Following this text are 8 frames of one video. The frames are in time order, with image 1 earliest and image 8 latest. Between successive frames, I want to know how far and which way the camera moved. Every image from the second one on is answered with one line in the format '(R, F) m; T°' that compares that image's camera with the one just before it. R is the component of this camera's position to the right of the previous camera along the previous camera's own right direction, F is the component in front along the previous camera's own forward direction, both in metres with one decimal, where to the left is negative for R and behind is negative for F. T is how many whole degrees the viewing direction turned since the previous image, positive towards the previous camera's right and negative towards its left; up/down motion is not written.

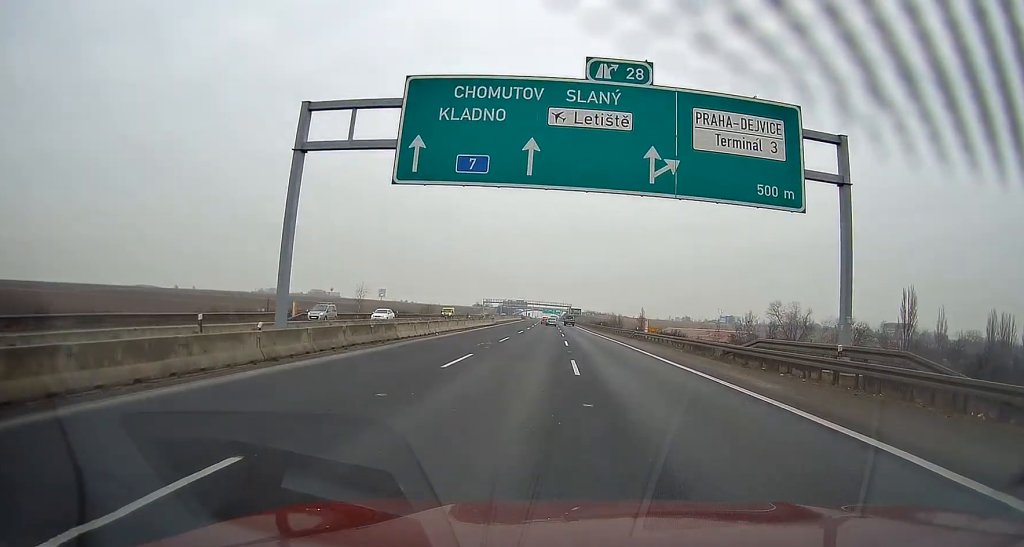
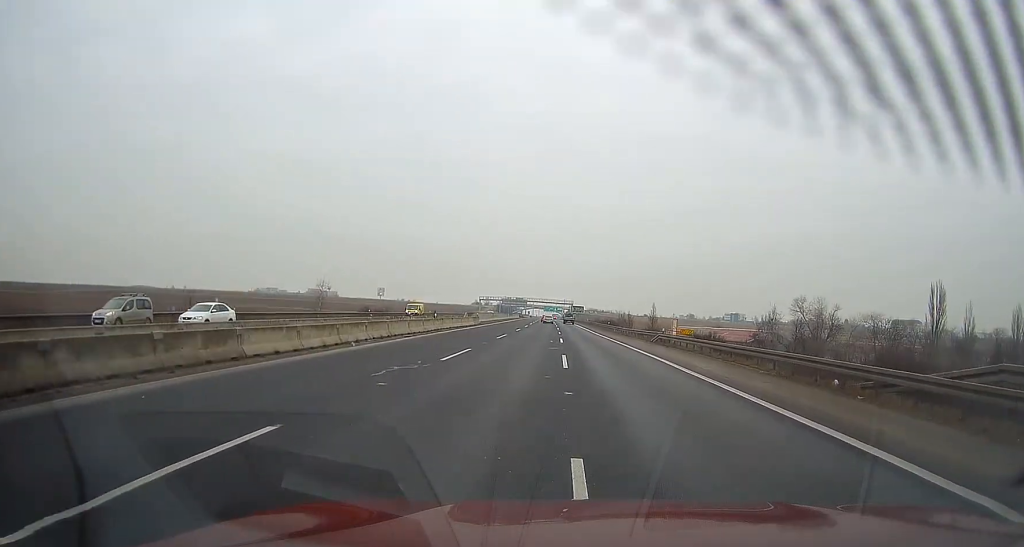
(+0.1, +16.6) m; 0°
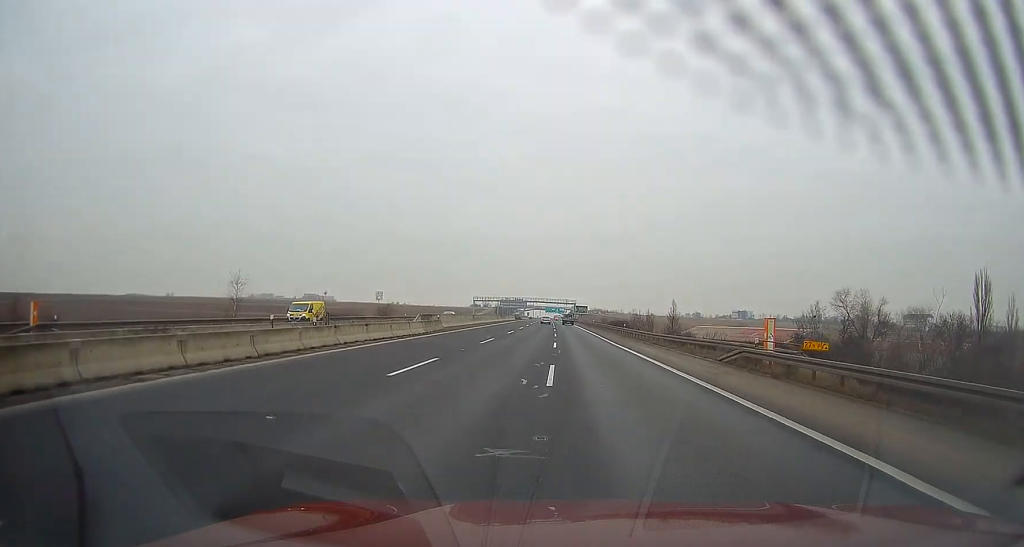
(0.0, +22.9) m; 0°
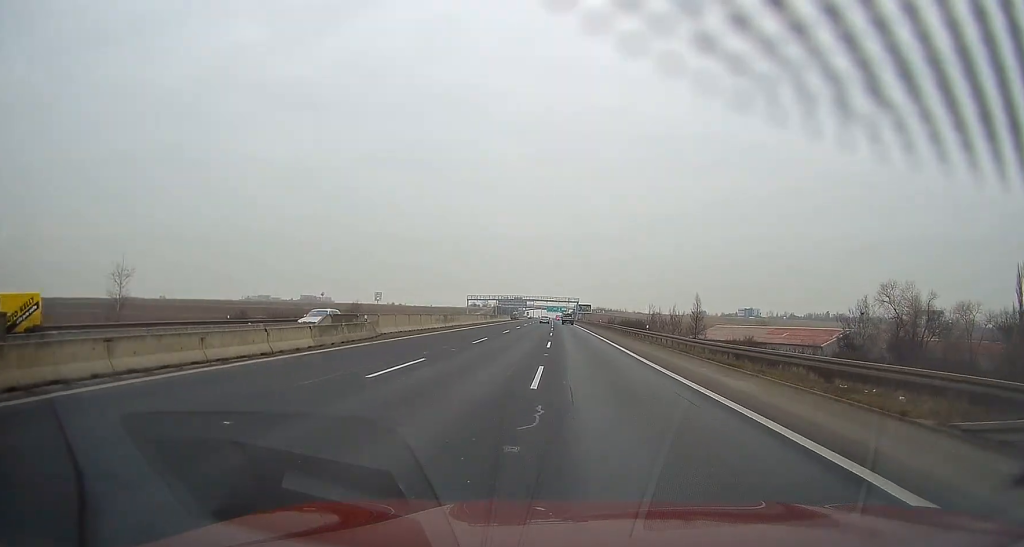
(-0.1, +18.6) m; -1°
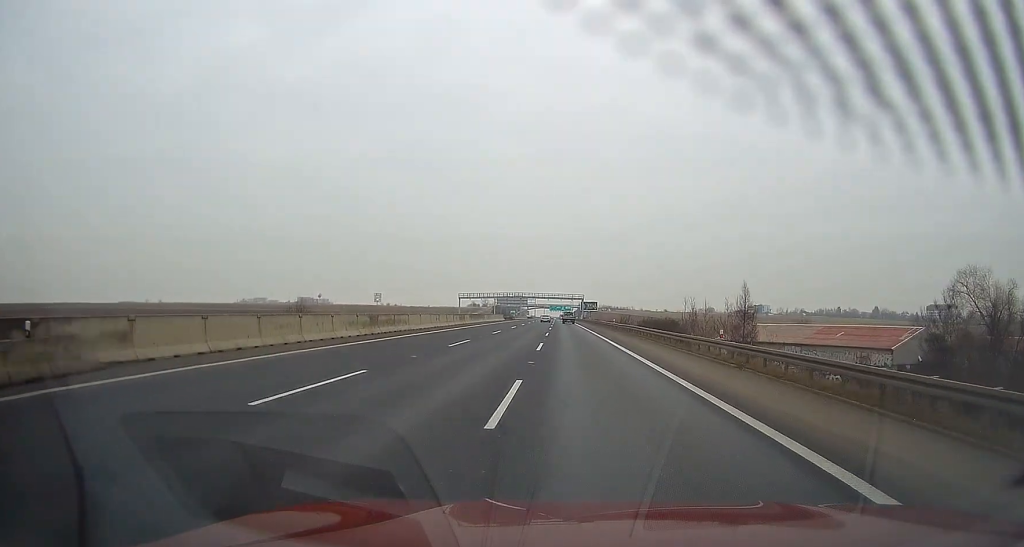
(-0.1, +23.0) m; -1°
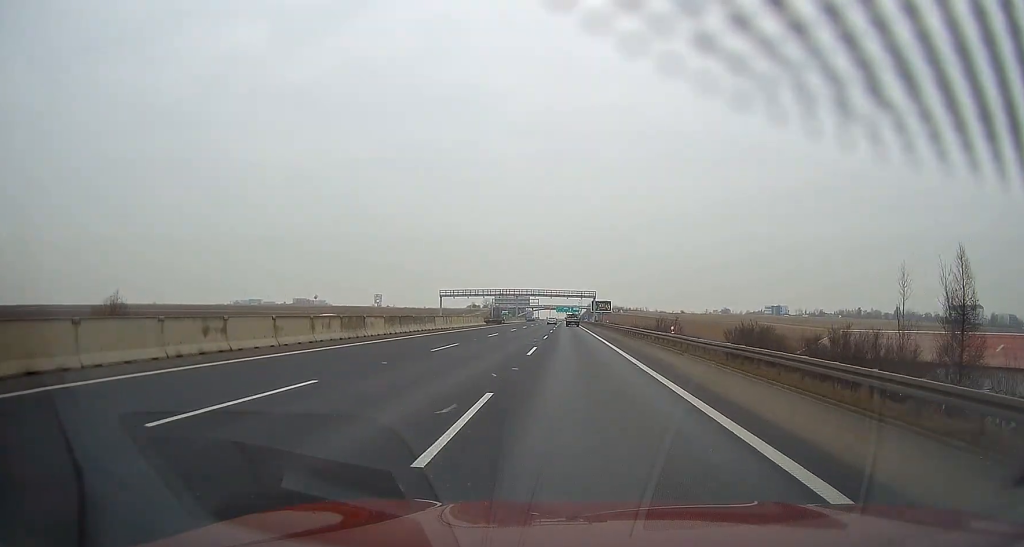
(-0.2, +37.9) m; -1°
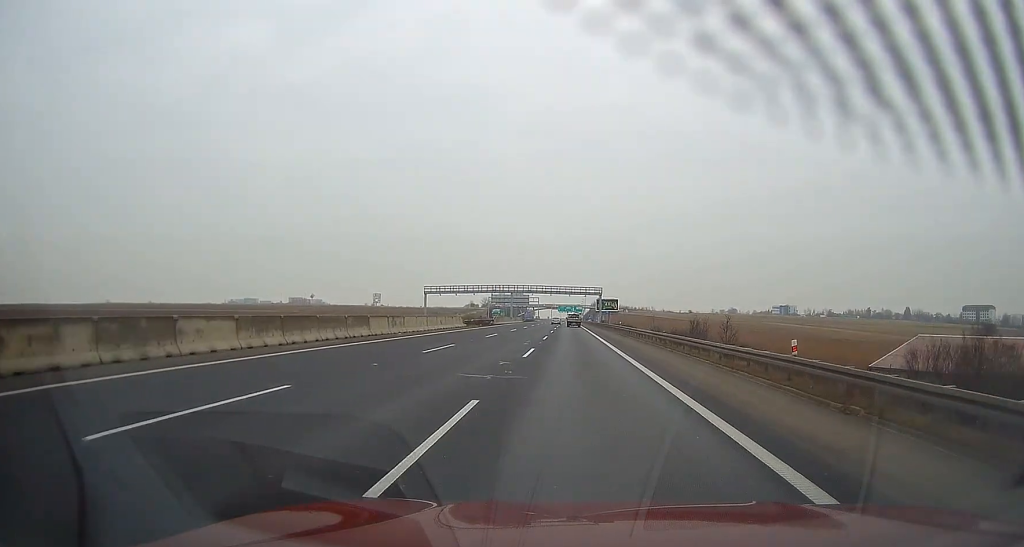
(0.0, +19.0) m; 0°
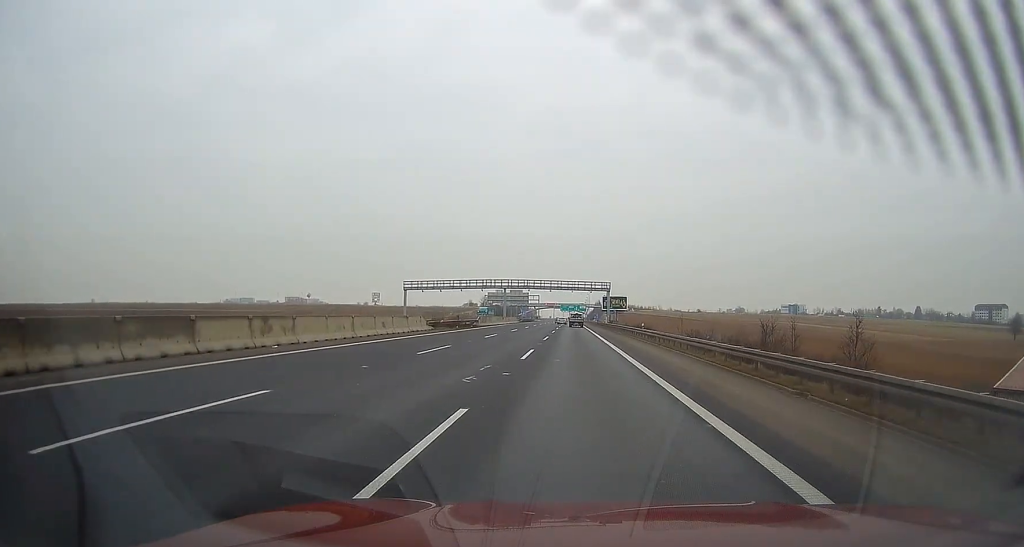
(0.0, +18.9) m; 0°
